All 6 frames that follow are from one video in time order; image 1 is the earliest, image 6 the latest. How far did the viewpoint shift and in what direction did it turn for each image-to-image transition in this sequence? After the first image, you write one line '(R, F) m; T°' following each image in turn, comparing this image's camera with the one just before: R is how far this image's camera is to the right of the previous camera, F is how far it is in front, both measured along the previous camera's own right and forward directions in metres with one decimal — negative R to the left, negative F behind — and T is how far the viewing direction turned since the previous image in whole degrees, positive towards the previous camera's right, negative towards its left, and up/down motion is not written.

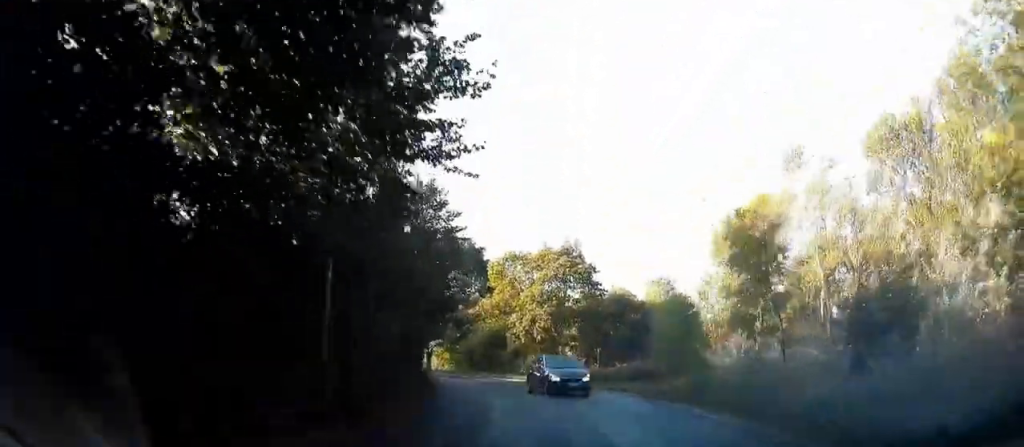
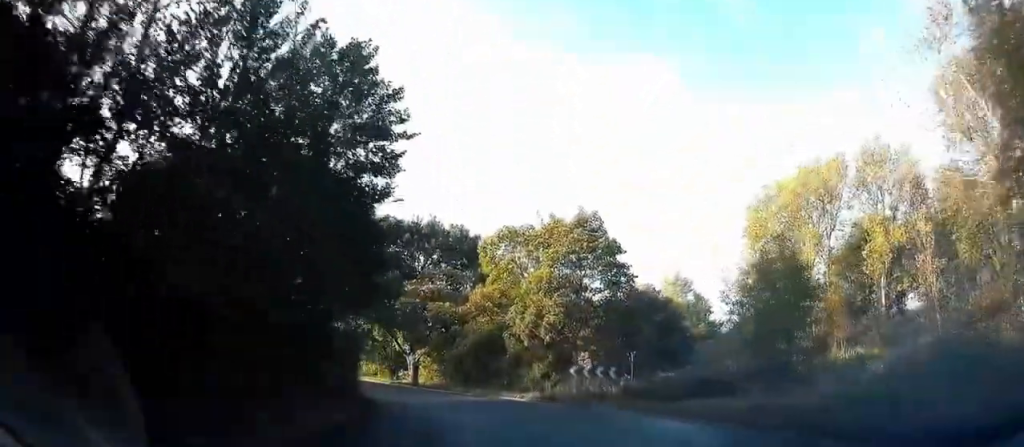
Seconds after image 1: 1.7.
(-0.2, +10.8) m; -3°
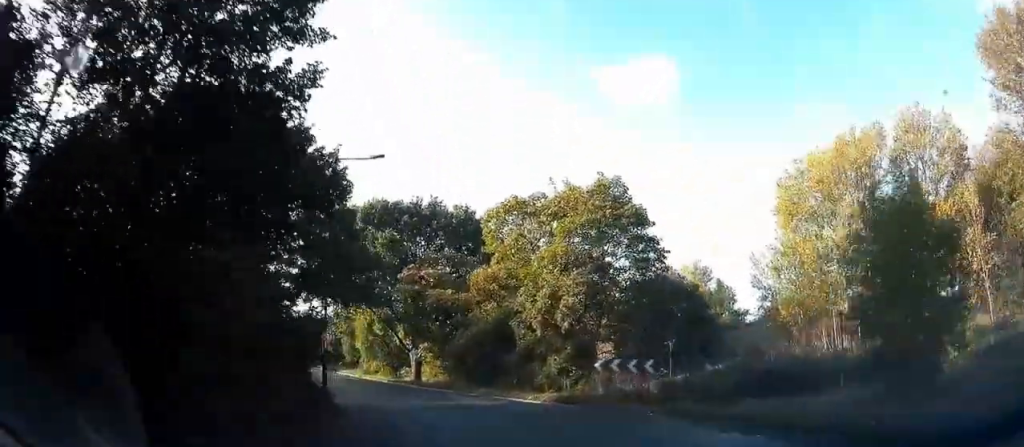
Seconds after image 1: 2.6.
(-0.1, +5.0) m; -4°
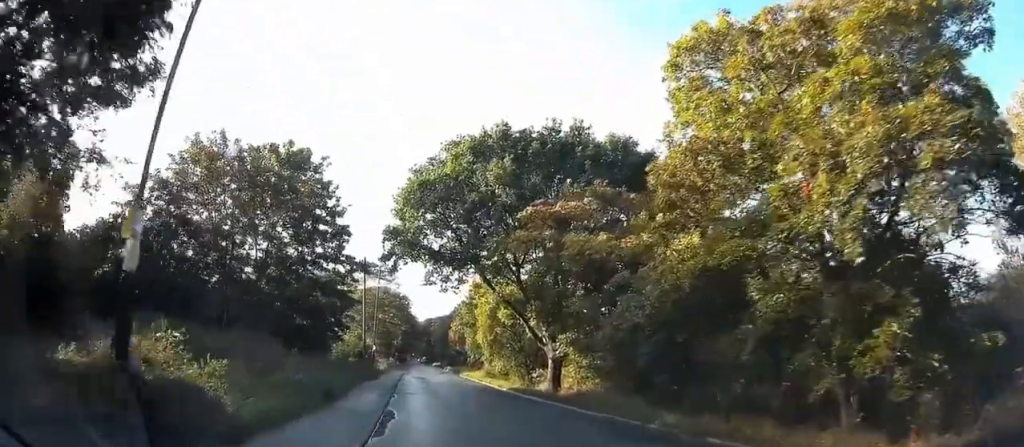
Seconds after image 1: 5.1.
(-2.1, +14.9) m; -15°
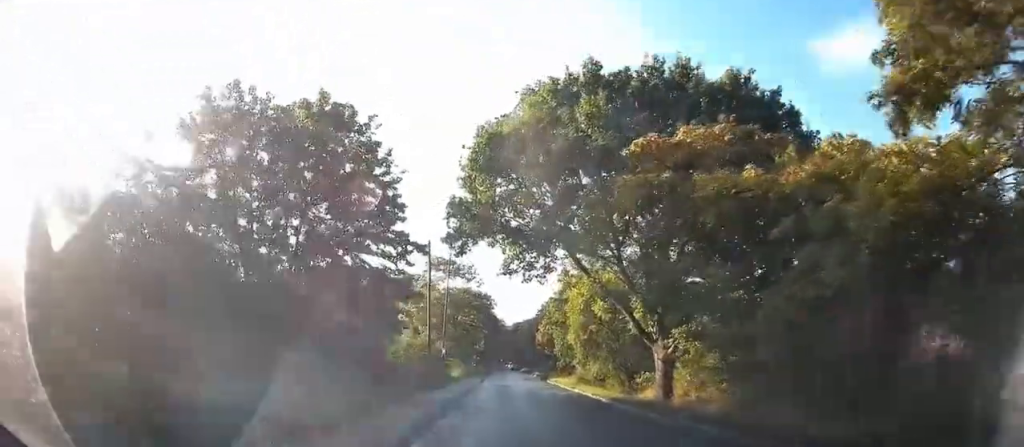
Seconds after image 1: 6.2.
(-0.4, +7.1) m; -5°
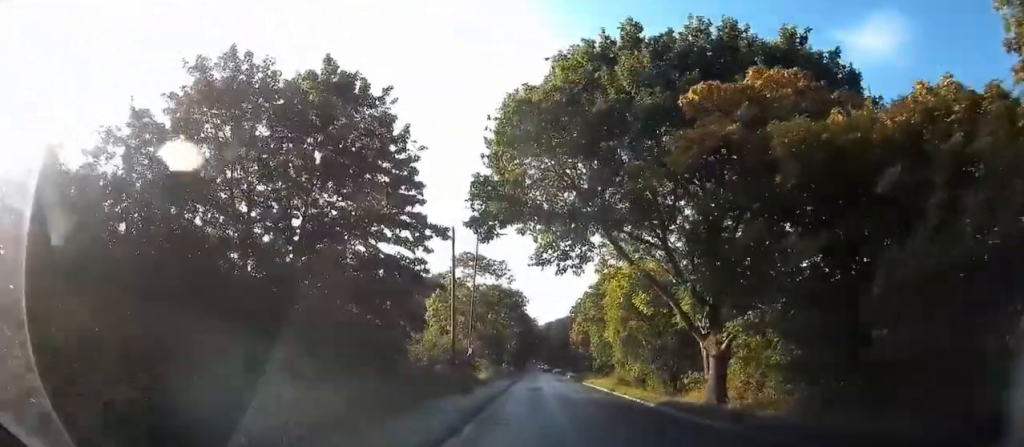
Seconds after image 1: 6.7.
(0.0, +3.1) m; -2°
